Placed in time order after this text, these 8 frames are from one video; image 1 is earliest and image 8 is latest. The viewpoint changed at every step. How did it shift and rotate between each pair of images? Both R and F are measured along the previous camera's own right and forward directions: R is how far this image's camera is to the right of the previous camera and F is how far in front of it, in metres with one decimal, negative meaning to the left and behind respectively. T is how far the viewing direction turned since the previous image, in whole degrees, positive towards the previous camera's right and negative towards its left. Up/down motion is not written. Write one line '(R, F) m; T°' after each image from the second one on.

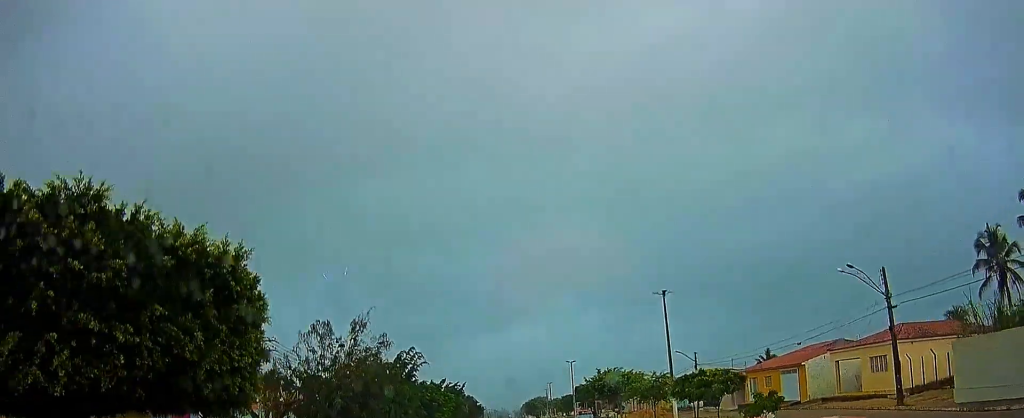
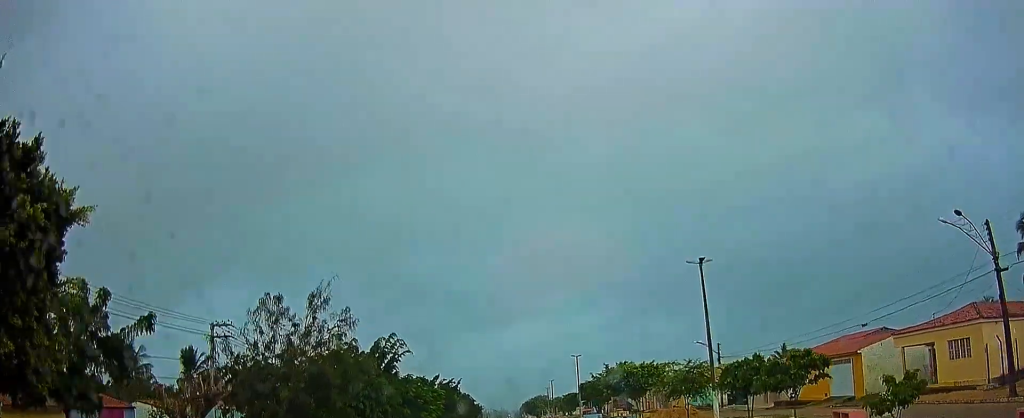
(0.0, +7.8) m; +1°
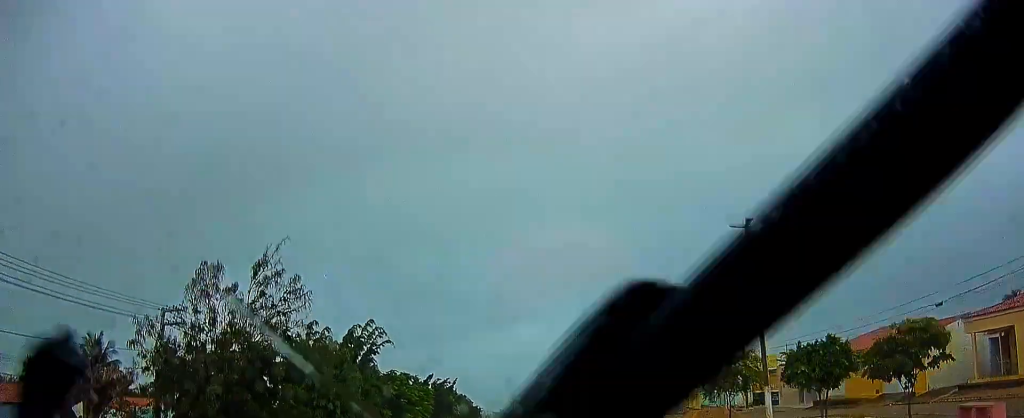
(+0.2, +6.5) m; +2°
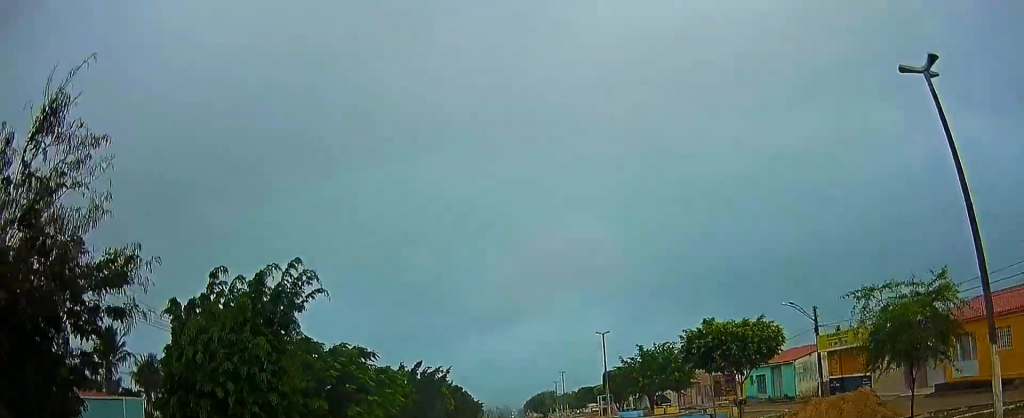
(0.0, +12.9) m; 0°
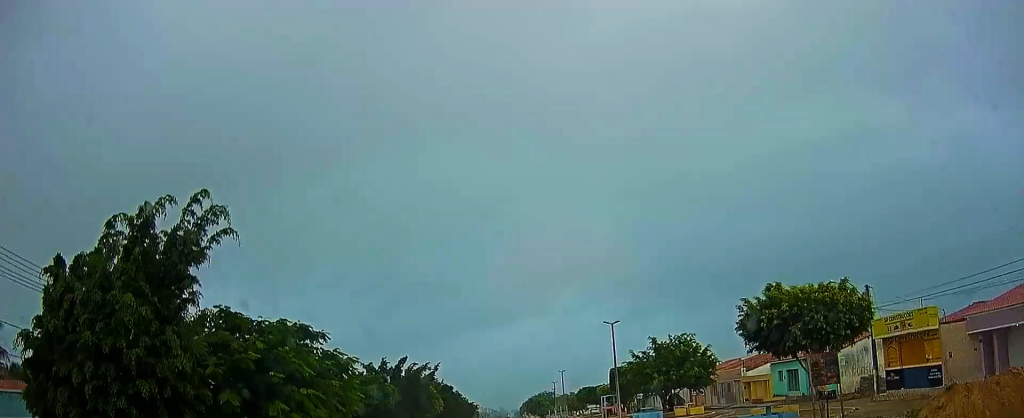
(+0.1, +7.2) m; -2°
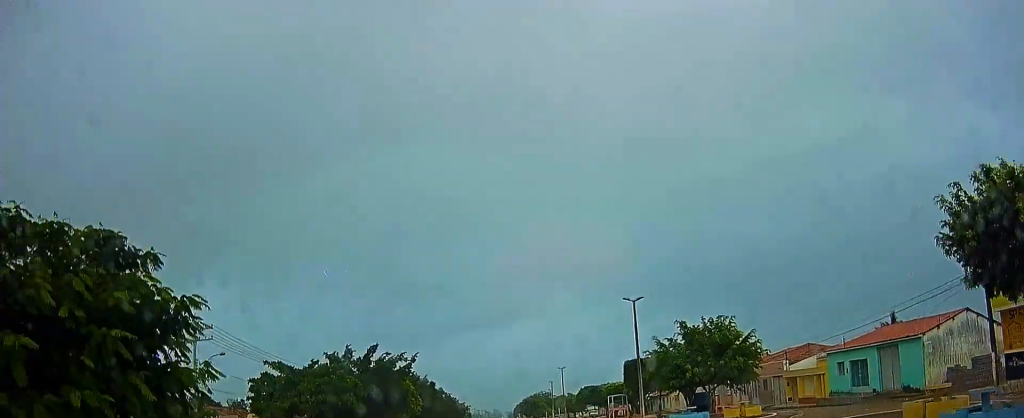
(-0.4, +10.6) m; 0°
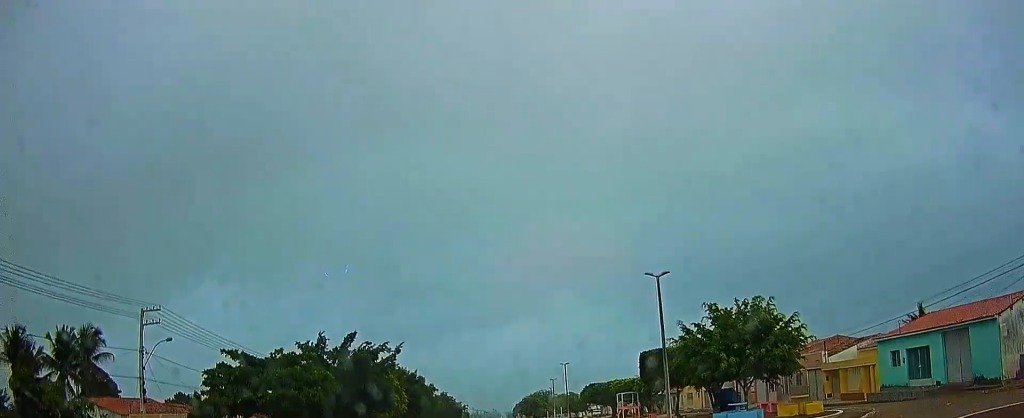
(0.0, +6.5) m; +1°
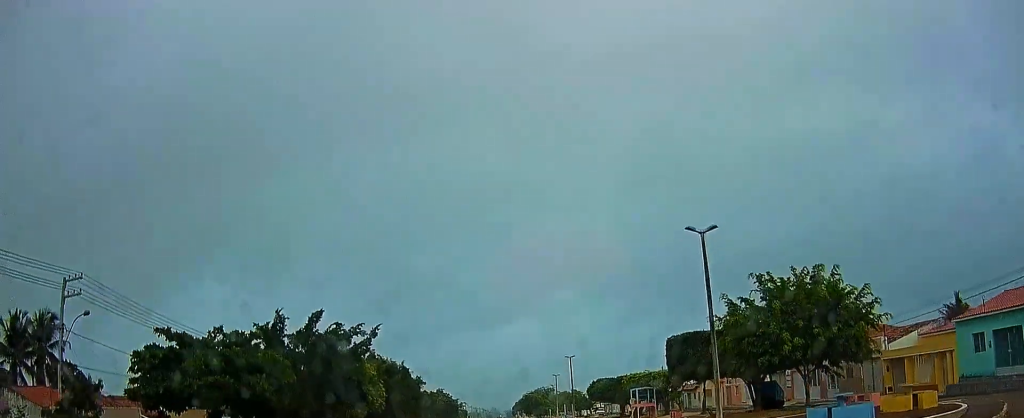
(+0.2, +7.4) m; +2°
